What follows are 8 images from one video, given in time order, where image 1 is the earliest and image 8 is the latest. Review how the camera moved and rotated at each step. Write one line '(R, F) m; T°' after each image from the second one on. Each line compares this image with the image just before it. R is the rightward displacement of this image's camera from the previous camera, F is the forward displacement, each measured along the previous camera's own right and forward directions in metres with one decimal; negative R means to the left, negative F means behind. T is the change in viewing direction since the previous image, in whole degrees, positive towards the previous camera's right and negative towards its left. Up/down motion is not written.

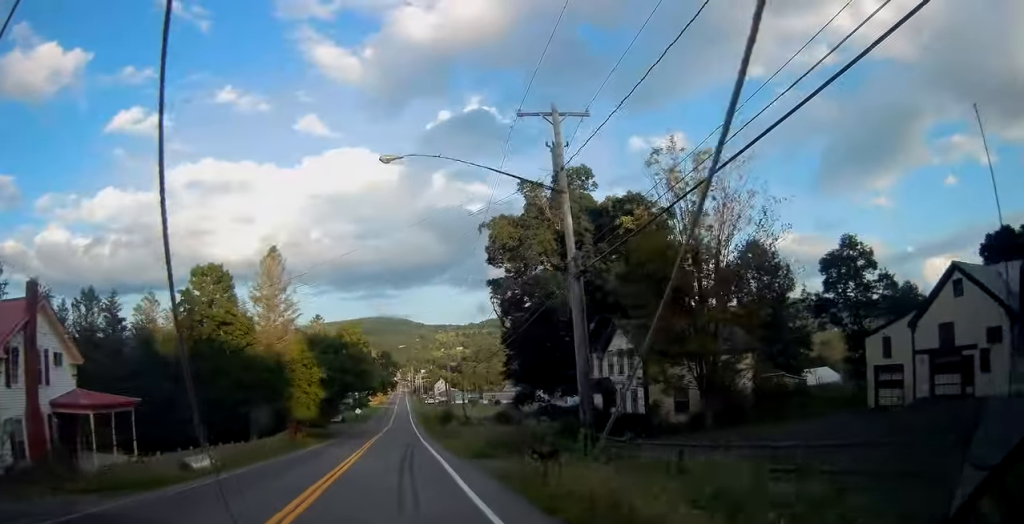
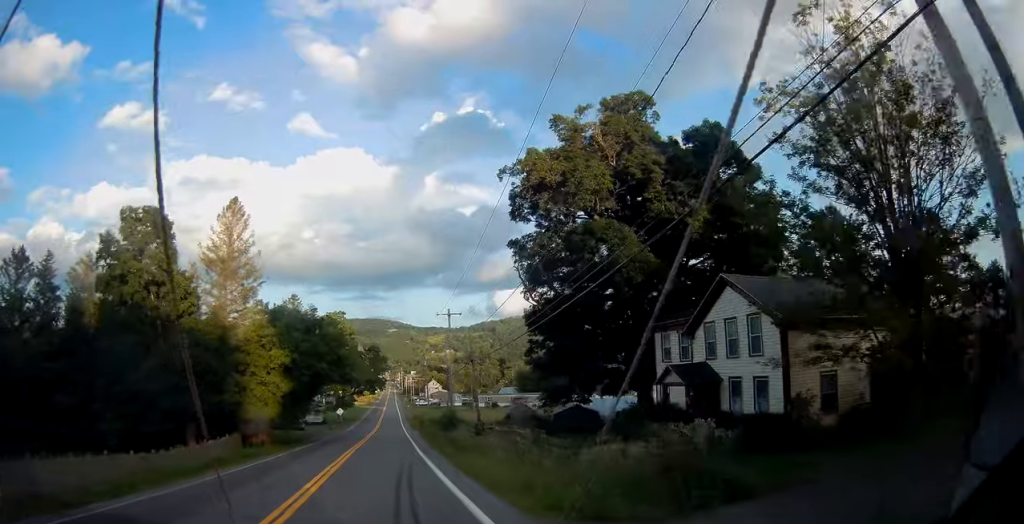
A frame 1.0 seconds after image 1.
(+0.2, +14.8) m; +3°
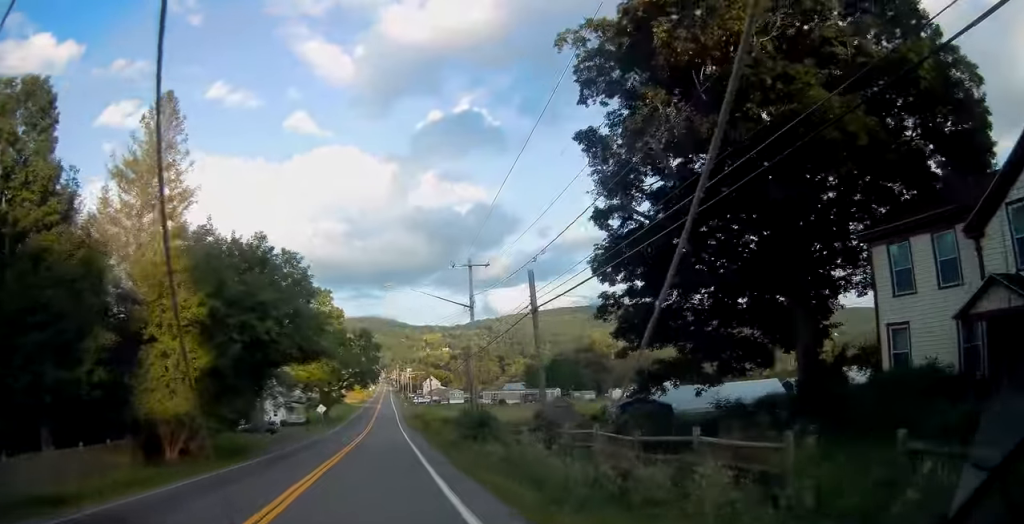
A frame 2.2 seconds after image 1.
(+0.8, +17.5) m; +1°
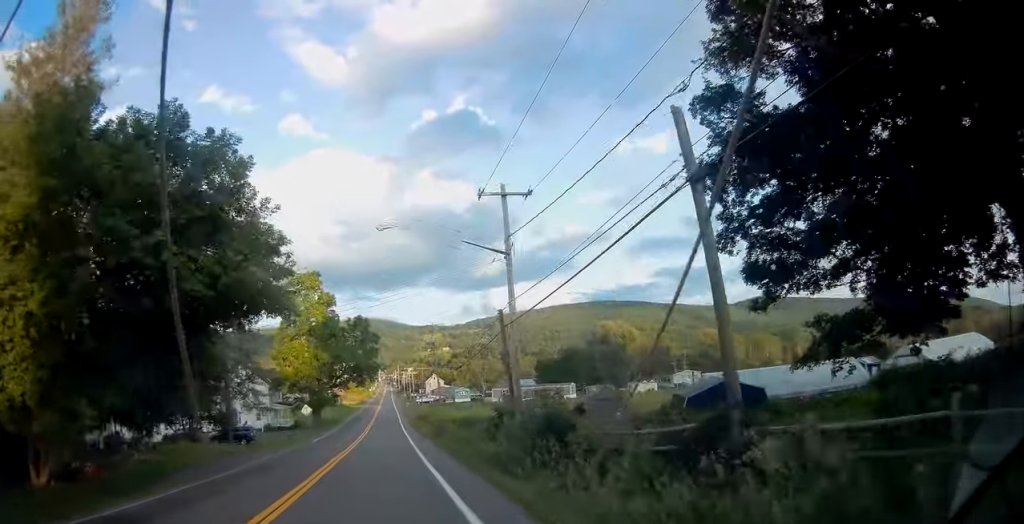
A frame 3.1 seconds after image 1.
(-0.4, +11.4) m; -1°
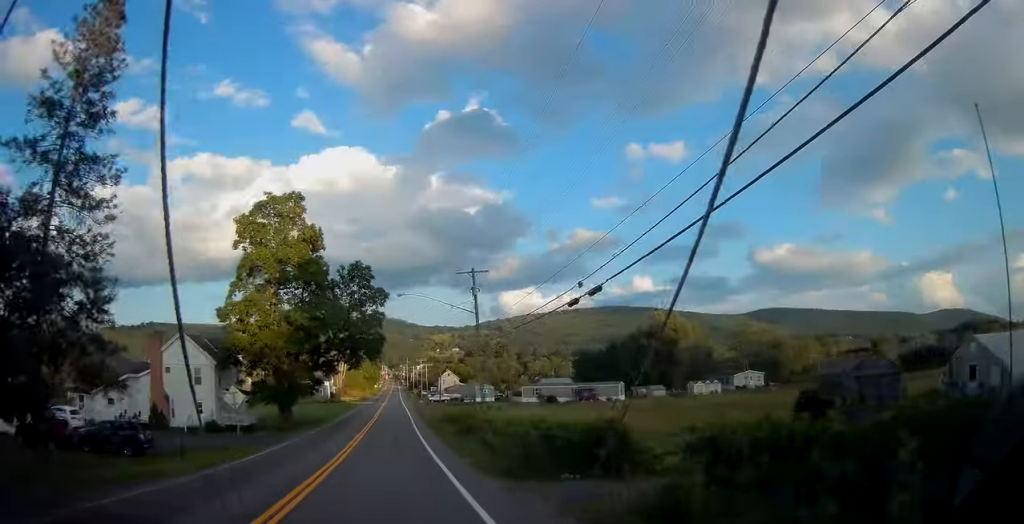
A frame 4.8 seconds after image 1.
(+0.3, +25.2) m; +1°
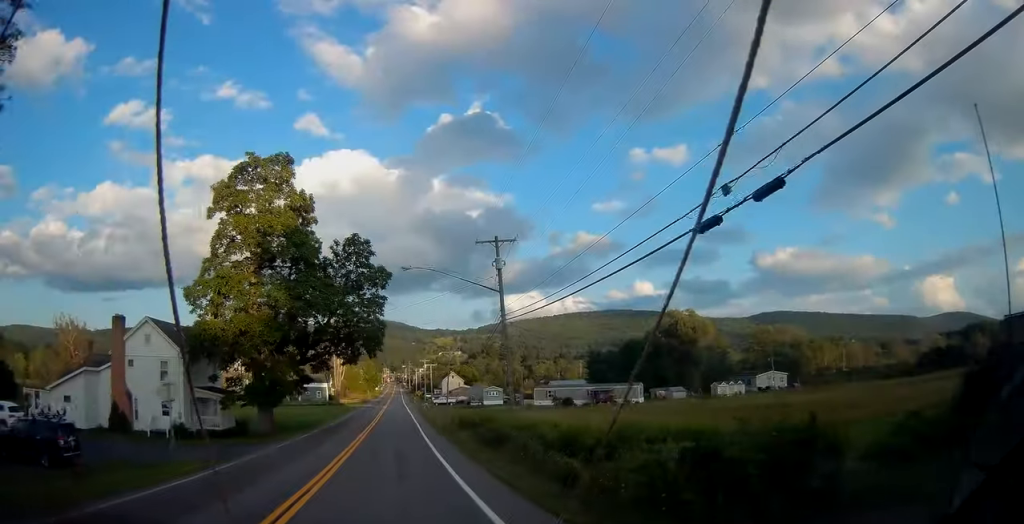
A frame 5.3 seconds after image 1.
(0.0, +8.1) m; 0°
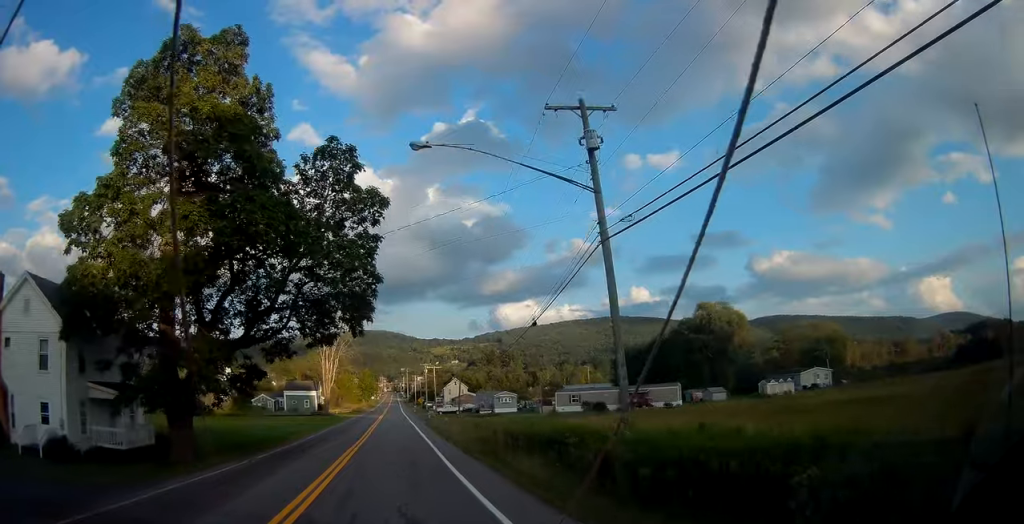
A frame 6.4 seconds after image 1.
(+0.1, +16.4) m; -1°
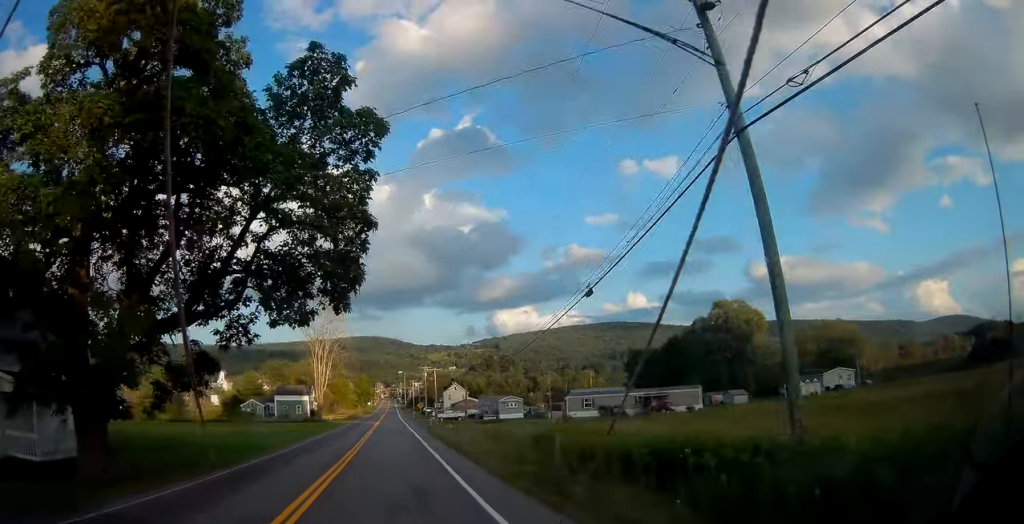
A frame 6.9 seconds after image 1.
(-0.2, +7.7) m; 0°
